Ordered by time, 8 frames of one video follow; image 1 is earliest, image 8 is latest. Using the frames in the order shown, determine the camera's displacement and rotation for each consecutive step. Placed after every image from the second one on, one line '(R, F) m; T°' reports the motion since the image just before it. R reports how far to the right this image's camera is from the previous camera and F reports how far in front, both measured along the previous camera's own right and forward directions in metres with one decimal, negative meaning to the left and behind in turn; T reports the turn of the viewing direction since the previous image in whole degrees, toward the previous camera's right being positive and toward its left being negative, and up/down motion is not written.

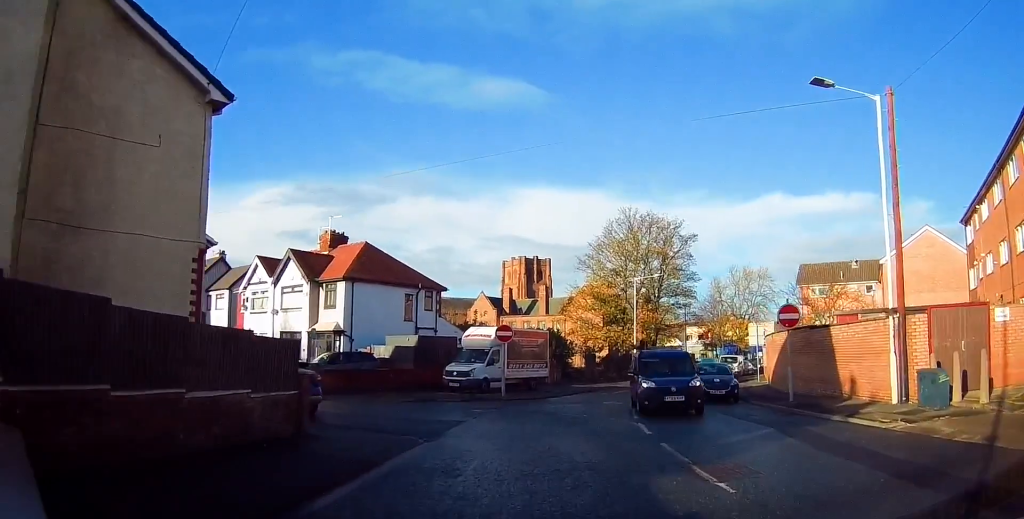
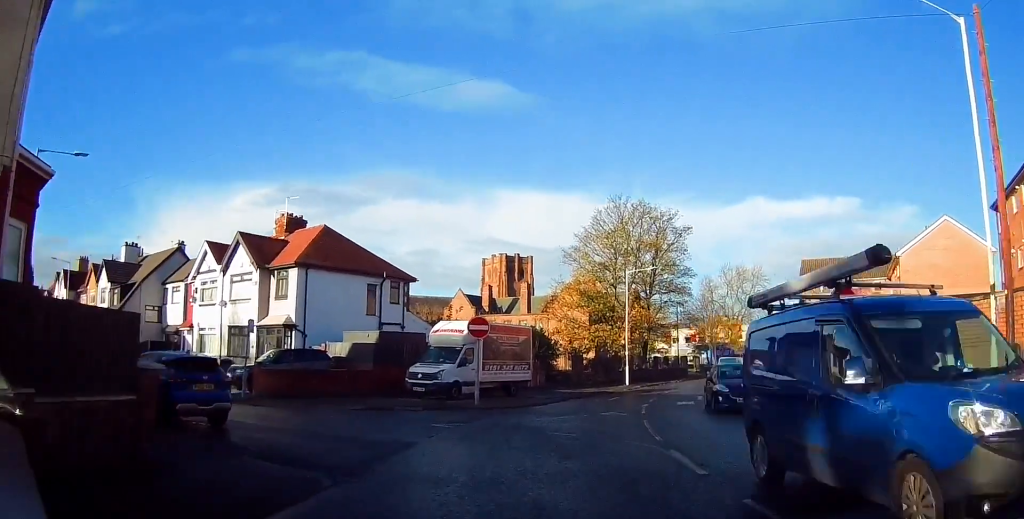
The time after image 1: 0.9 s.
(-0.1, +4.6) m; -3°
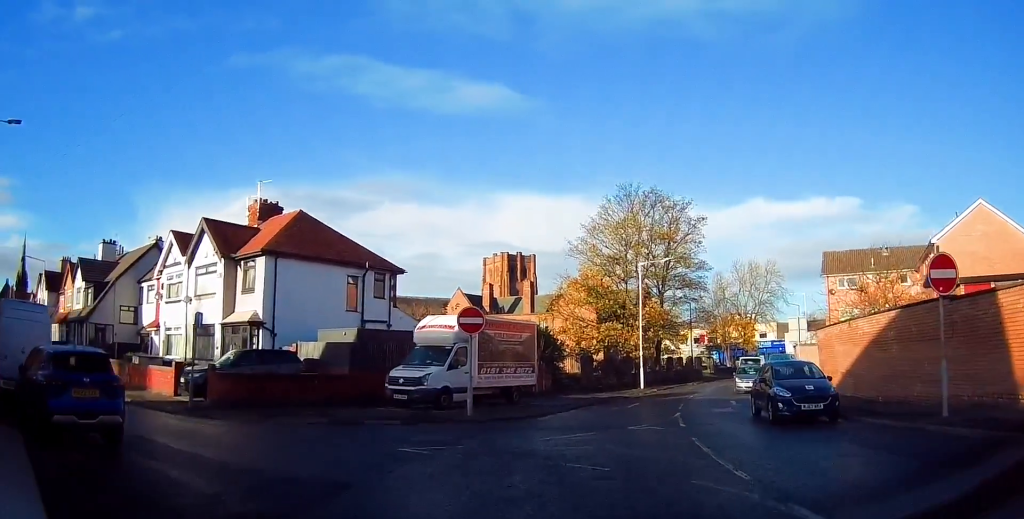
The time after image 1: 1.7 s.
(-0.1, +4.0) m; -8°
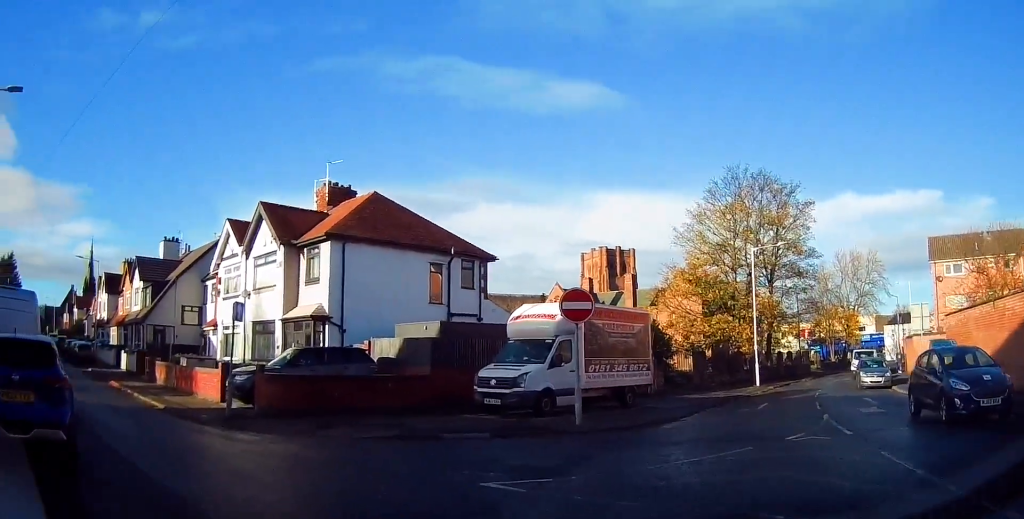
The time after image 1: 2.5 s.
(-0.2, +3.3) m; -13°
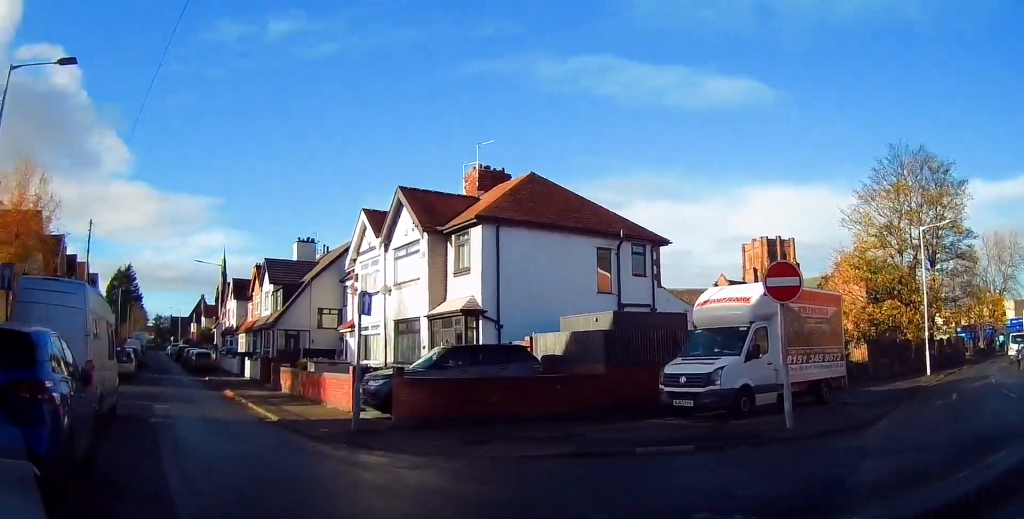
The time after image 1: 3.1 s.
(-0.3, +2.8) m; -14°
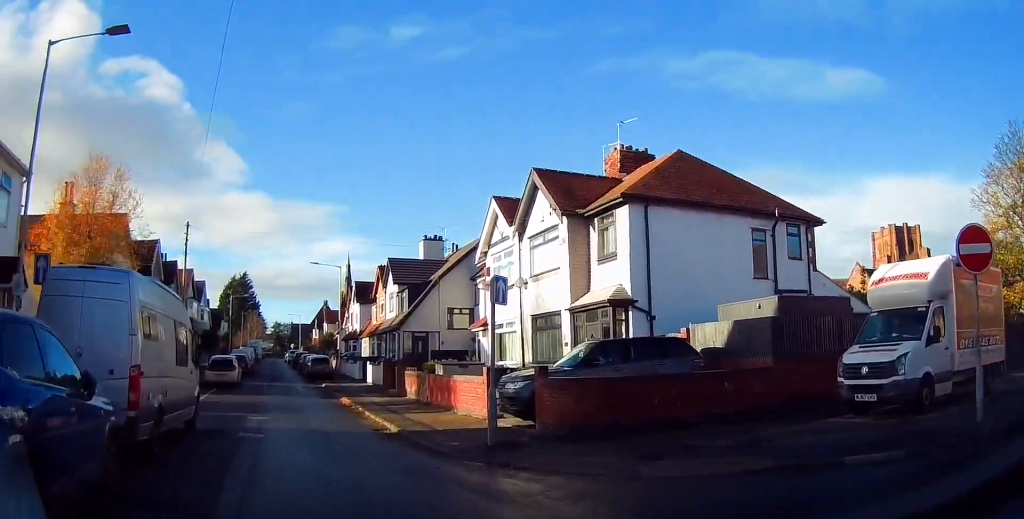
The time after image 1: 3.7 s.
(-0.3, +2.3) m; -7°
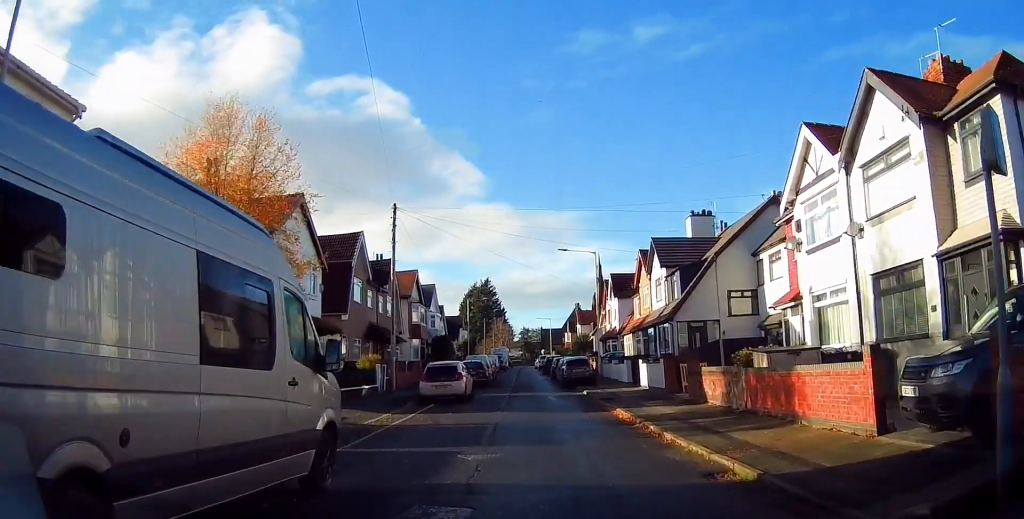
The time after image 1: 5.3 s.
(-1.0, +7.1) m; -7°
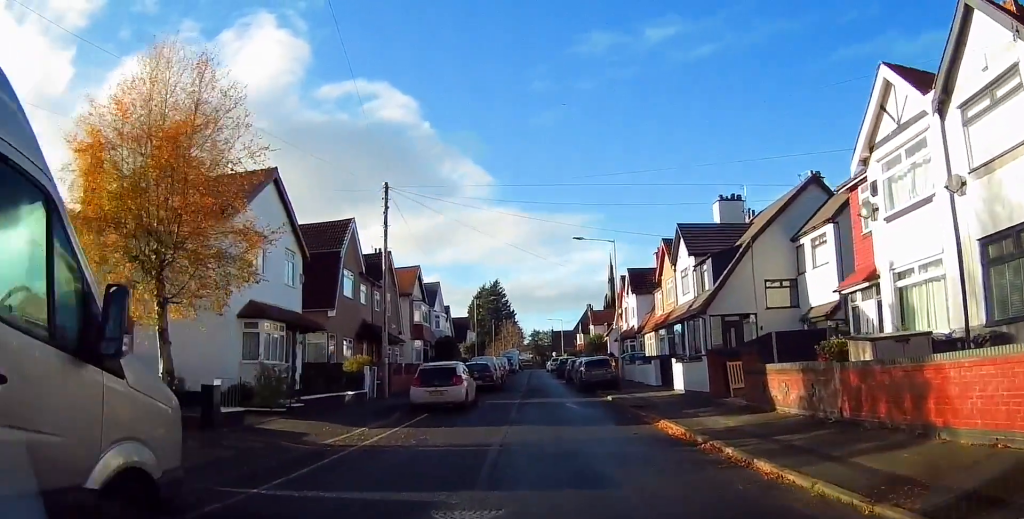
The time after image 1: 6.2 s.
(+0.3, +4.2) m; 0°
